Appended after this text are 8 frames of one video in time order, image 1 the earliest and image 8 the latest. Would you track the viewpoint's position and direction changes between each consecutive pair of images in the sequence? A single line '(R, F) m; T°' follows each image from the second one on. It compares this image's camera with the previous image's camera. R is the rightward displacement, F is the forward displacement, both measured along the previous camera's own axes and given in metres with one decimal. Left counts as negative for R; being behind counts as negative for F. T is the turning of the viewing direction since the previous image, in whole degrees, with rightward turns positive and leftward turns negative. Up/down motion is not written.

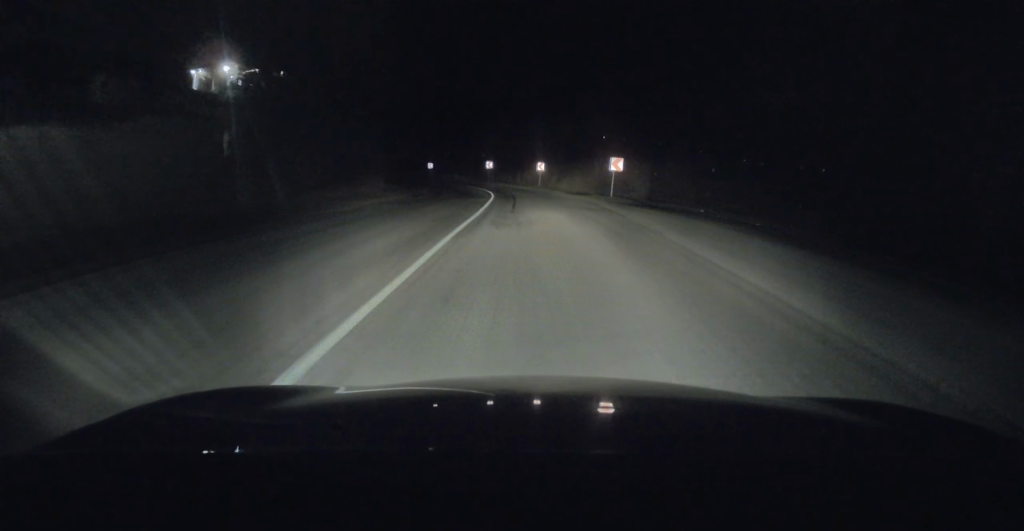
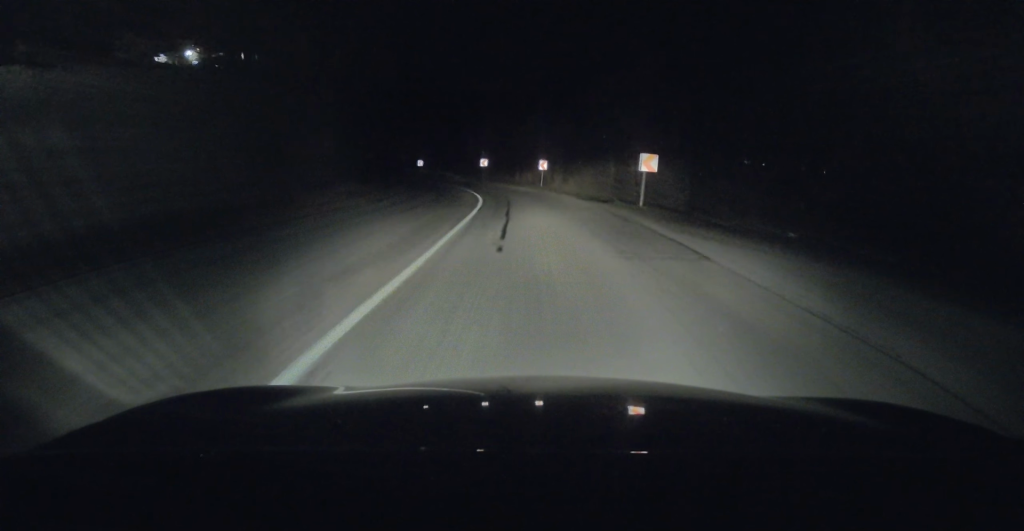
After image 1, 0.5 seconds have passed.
(-0.1, +8.5) m; -1°
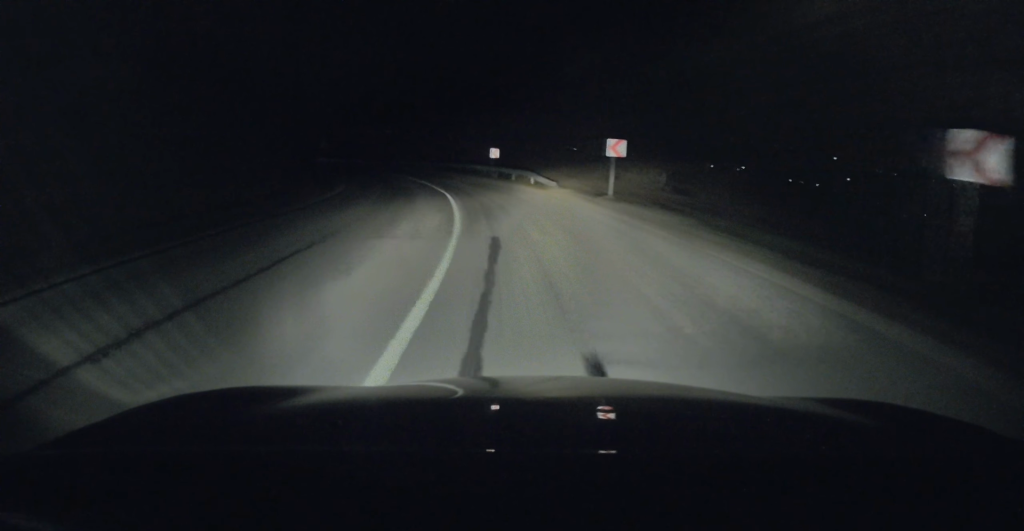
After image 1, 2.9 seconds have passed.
(-3.2, +38.9) m; -13°
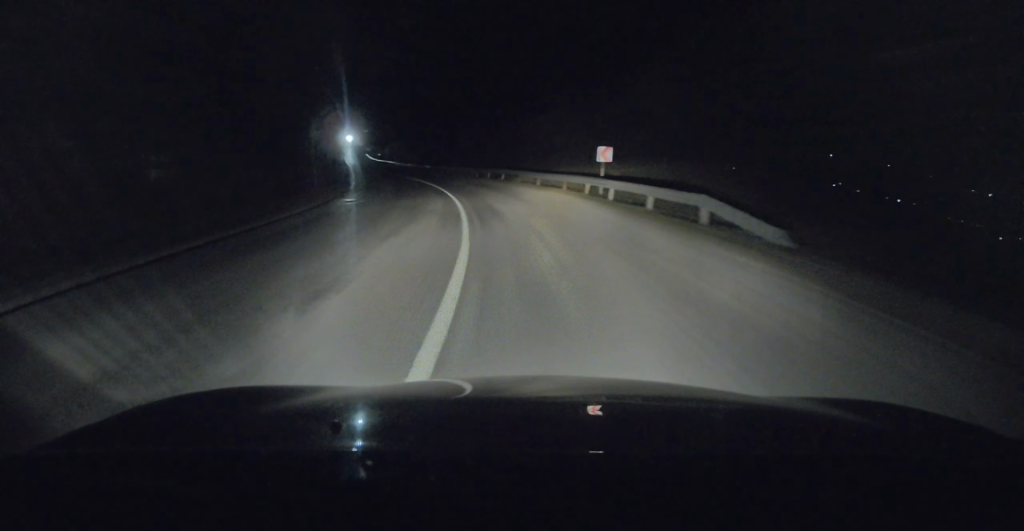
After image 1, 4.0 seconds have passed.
(-1.6, +18.4) m; -8°
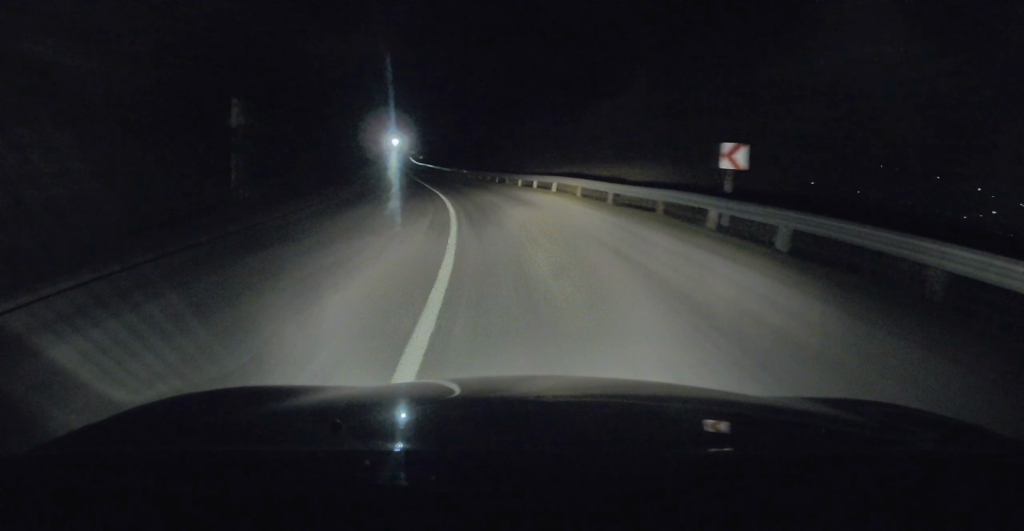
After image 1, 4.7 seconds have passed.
(-0.4, +11.0) m; -5°
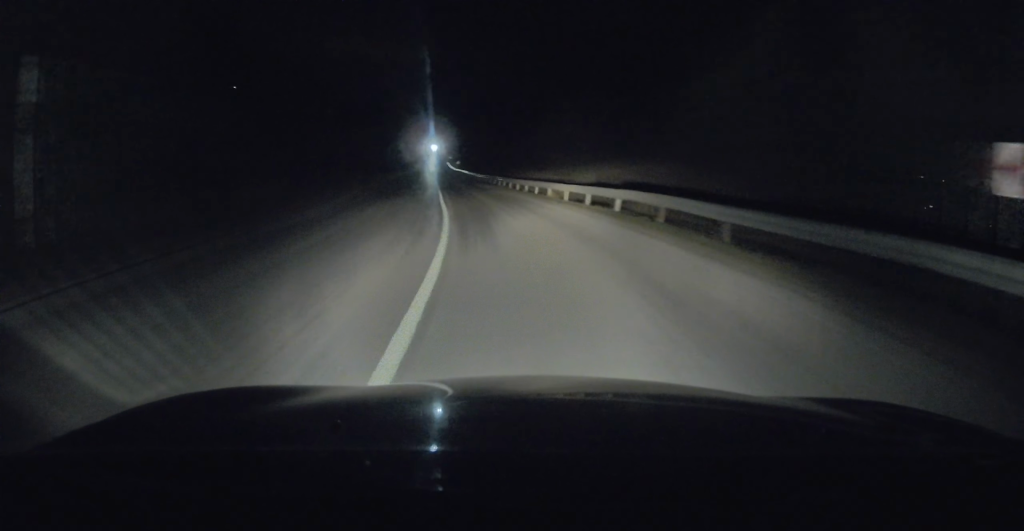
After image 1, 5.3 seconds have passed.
(0.0, +8.4) m; -3°
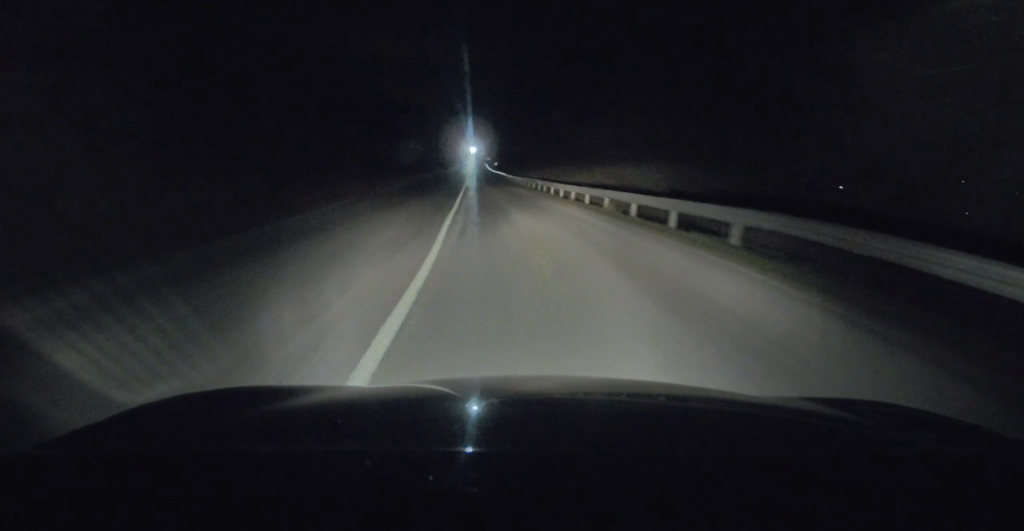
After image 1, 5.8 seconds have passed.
(-0.6, +8.0) m; -3°
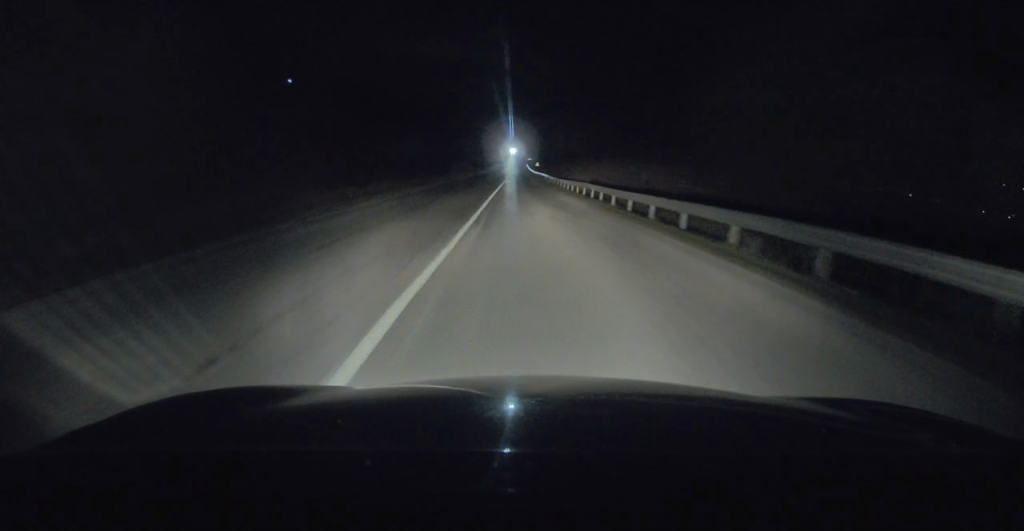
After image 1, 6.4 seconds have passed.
(-0.3, +10.3) m; -2°
